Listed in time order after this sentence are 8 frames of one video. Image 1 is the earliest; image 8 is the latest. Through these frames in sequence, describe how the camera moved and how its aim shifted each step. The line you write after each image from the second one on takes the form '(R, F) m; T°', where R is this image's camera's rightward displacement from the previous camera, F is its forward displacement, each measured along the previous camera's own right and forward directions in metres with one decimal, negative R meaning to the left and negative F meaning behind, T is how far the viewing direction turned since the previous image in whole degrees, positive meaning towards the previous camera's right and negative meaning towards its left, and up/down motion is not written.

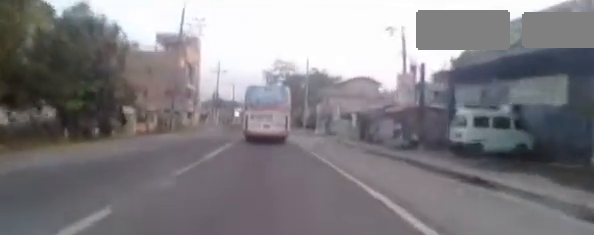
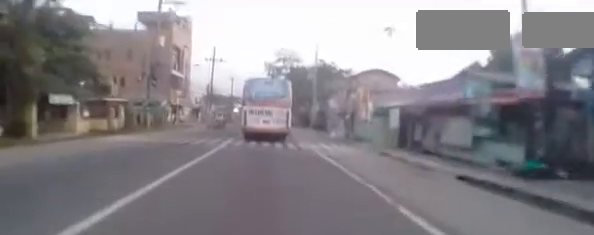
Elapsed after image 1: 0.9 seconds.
(-0.3, +8.5) m; -2°
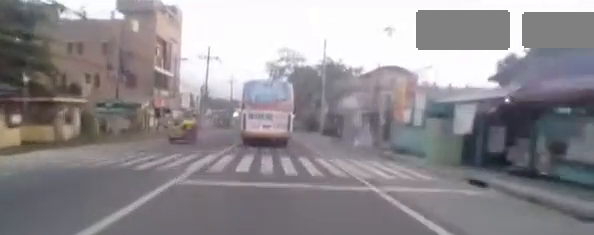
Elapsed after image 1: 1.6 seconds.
(-0.1, +7.0) m; 0°
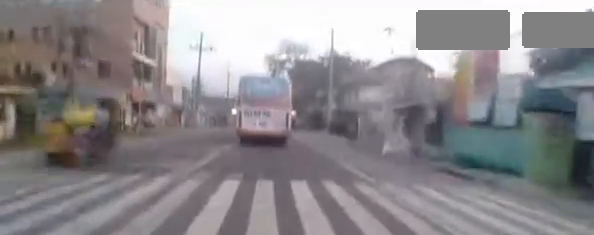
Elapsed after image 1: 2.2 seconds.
(+0.1, +5.3) m; +1°
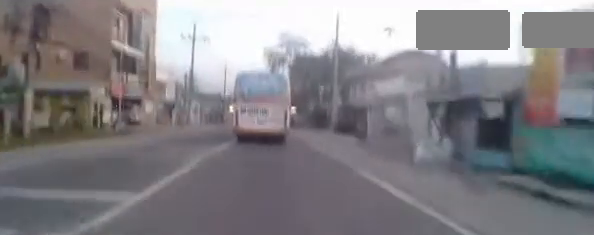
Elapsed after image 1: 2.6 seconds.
(0.0, +3.9) m; 0°
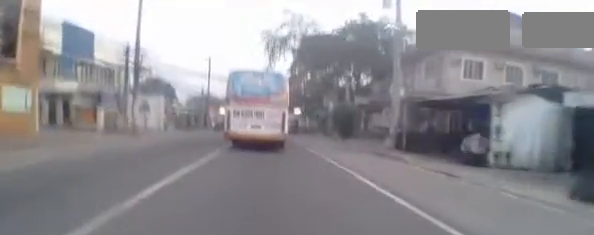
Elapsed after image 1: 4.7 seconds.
(-0.2, +18.4) m; -2°
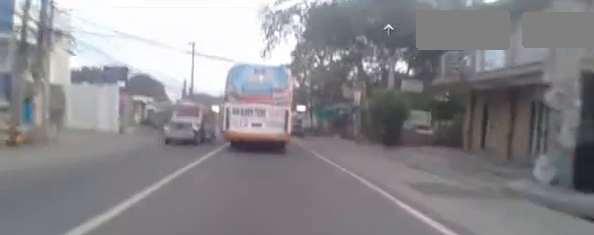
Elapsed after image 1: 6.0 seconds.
(+0.2, +11.4) m; 0°
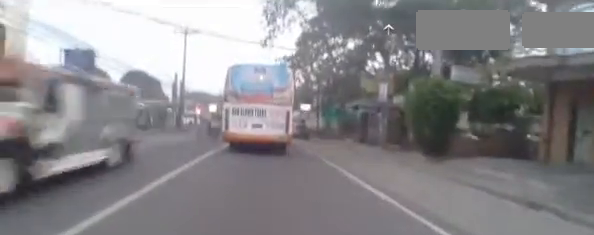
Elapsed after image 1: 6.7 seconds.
(-0.2, +5.7) m; -1°
